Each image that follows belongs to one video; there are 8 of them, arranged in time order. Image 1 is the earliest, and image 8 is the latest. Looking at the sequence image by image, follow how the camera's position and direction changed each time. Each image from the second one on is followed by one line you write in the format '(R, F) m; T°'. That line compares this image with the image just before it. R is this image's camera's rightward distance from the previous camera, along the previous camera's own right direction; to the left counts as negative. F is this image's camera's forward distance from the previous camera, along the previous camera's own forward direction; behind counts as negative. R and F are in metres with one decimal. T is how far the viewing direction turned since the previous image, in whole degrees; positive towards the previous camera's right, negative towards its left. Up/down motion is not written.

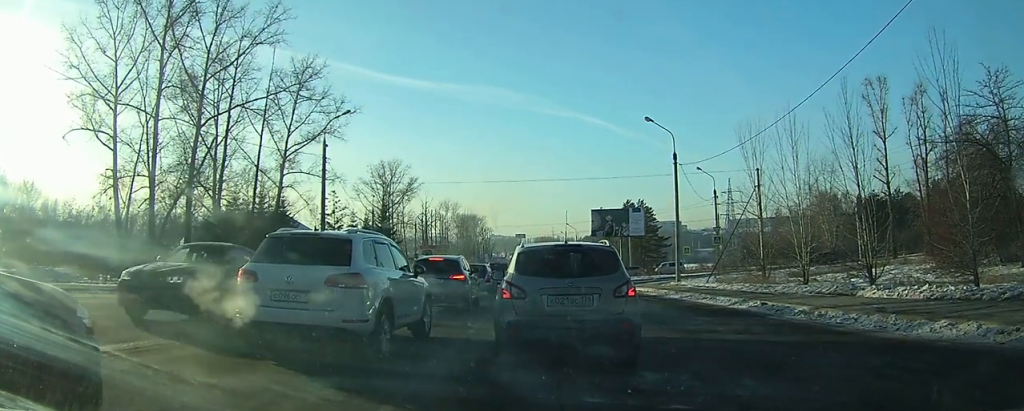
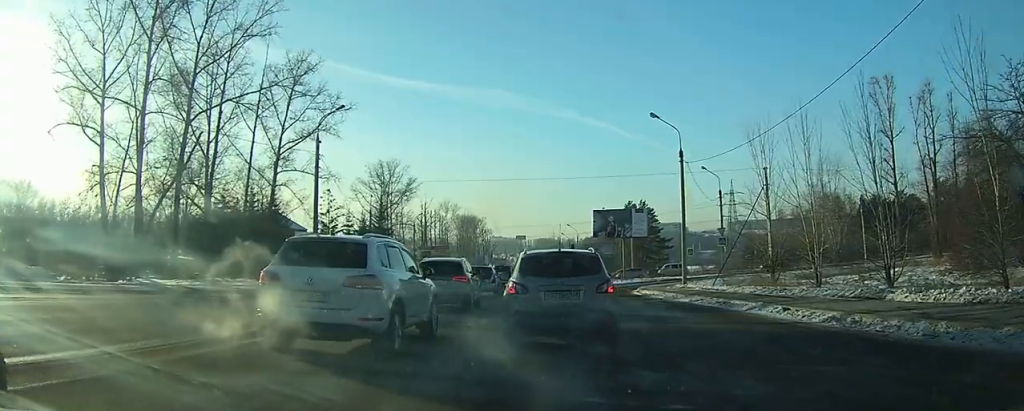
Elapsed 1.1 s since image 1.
(0.0, 0.0) m; 0°
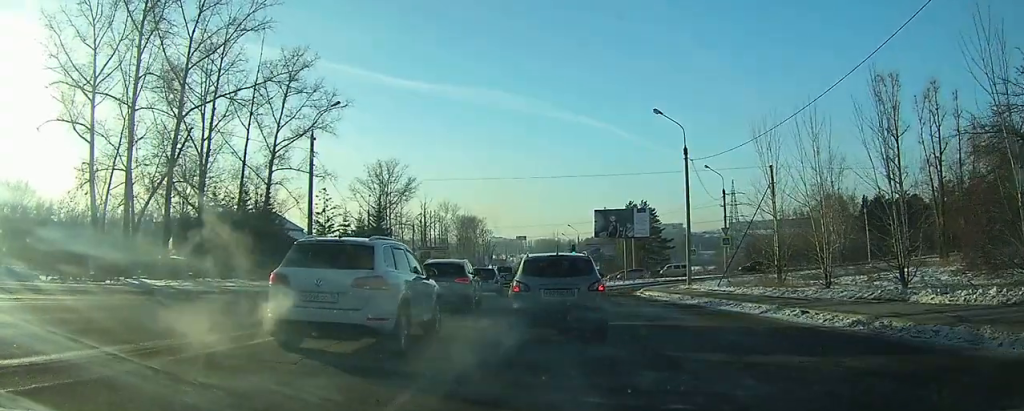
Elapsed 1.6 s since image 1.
(0.0, 0.0) m; 0°
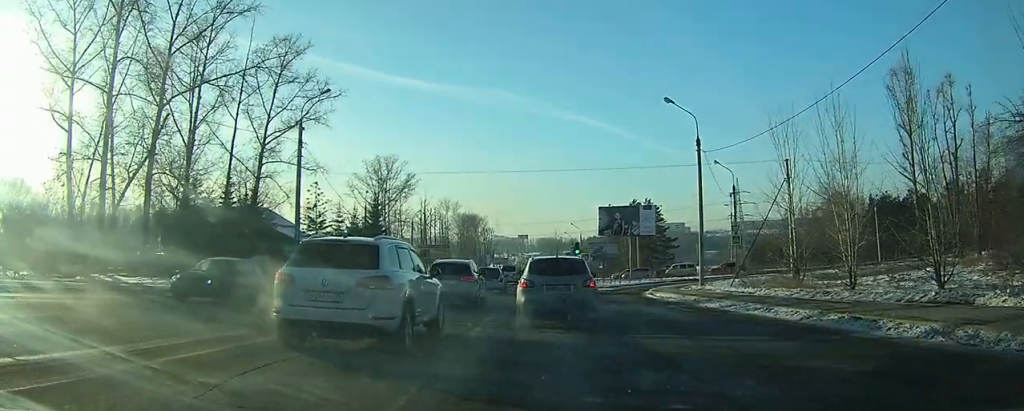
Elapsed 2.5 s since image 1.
(0.0, 0.0) m; 0°
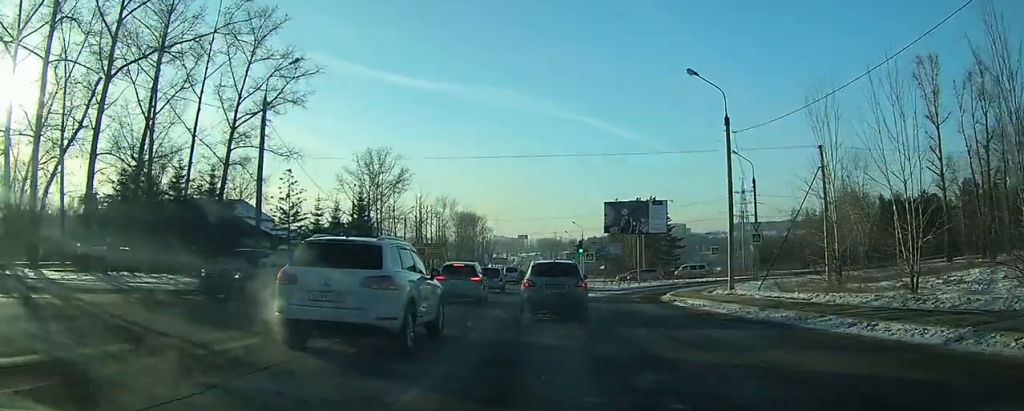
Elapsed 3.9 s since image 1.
(0.0, +3.2) m; -1°
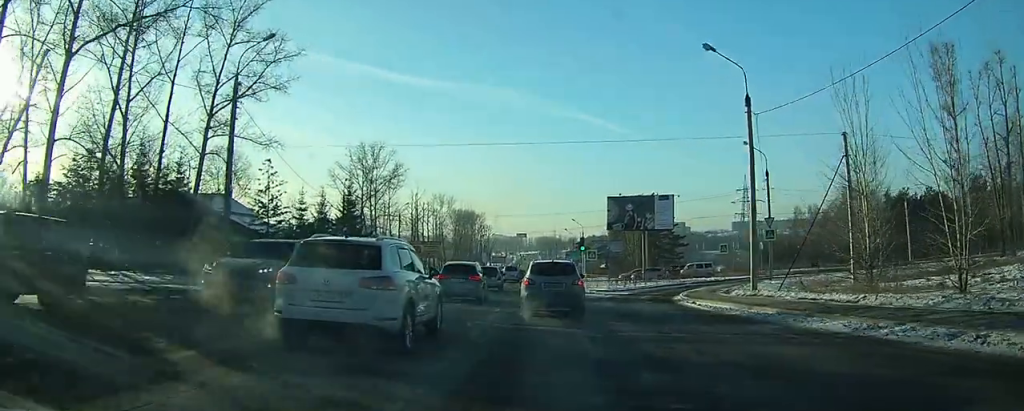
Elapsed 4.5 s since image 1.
(0.0, +2.0) m; -1°
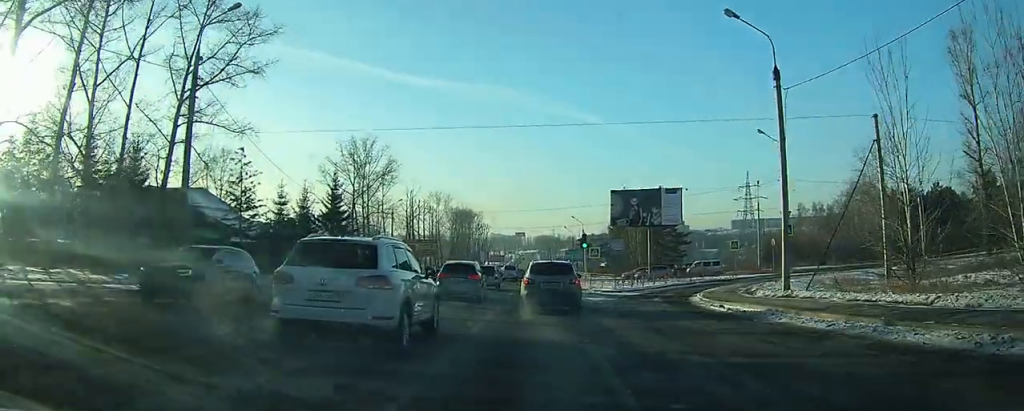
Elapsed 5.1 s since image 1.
(-0.1, +2.7) m; -1°
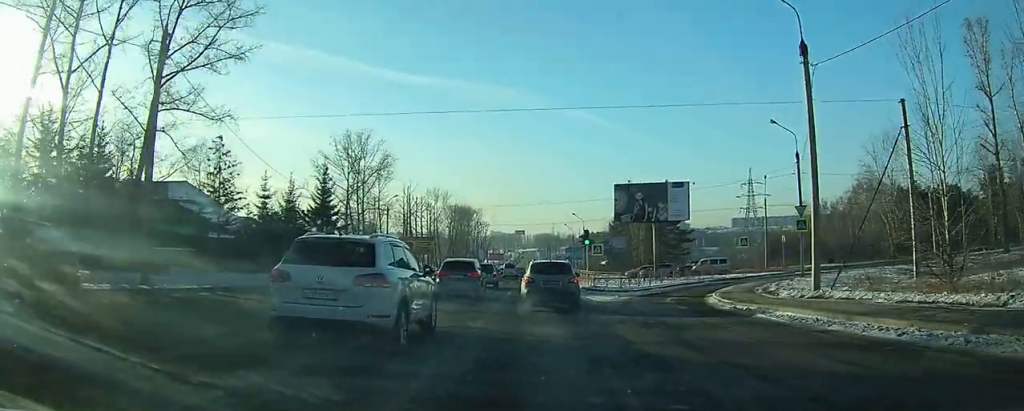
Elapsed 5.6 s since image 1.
(0.0, +1.9) m; -1°
